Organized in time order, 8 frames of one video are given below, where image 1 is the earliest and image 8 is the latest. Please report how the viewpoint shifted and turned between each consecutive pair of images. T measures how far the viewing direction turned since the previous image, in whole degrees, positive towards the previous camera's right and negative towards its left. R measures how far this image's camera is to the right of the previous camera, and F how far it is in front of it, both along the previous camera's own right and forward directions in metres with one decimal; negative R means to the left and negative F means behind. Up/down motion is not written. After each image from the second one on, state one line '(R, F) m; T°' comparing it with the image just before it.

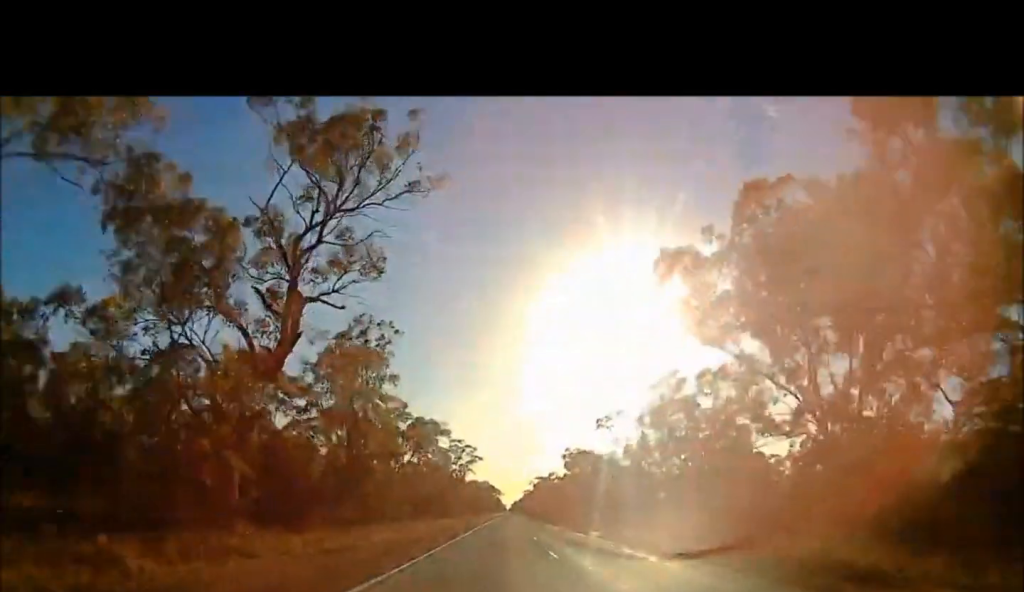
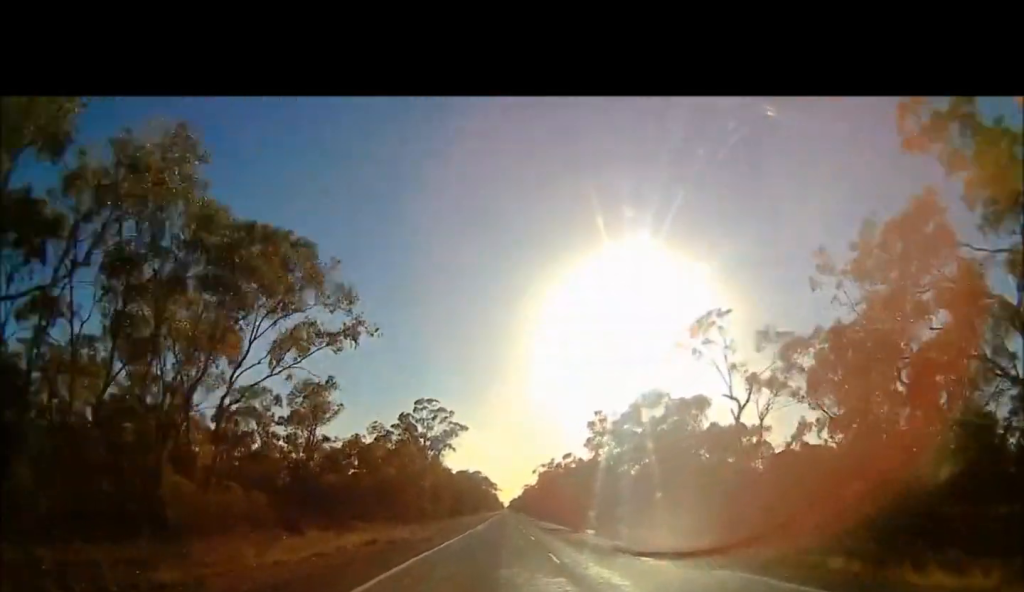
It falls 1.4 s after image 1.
(0.0, +48.5) m; 0°
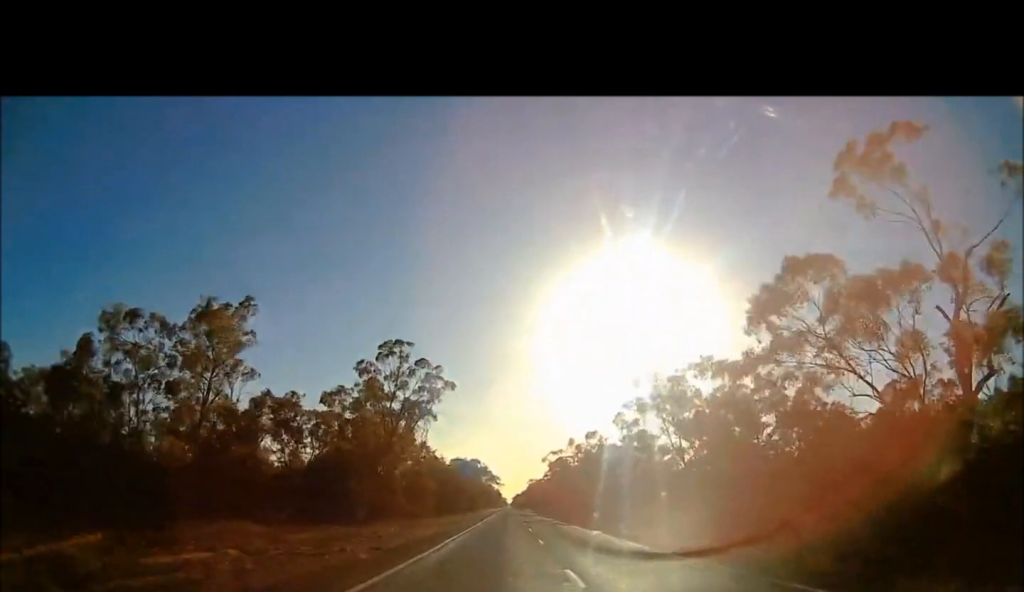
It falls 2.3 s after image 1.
(0.0, +31.7) m; 0°
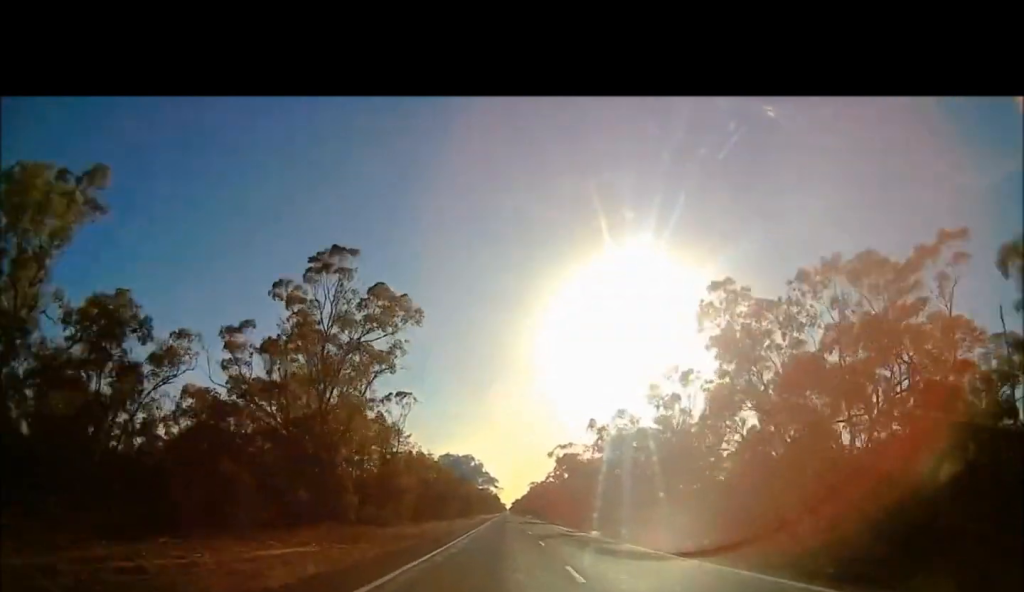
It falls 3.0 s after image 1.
(0.0, +25.2) m; 0°
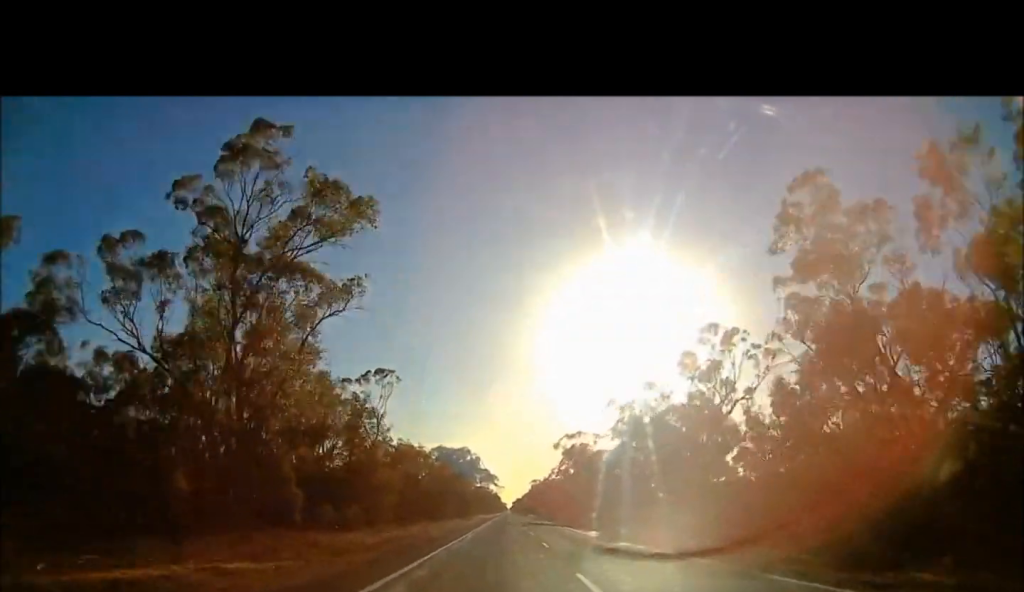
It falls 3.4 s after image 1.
(0.0, +15.3) m; 0°
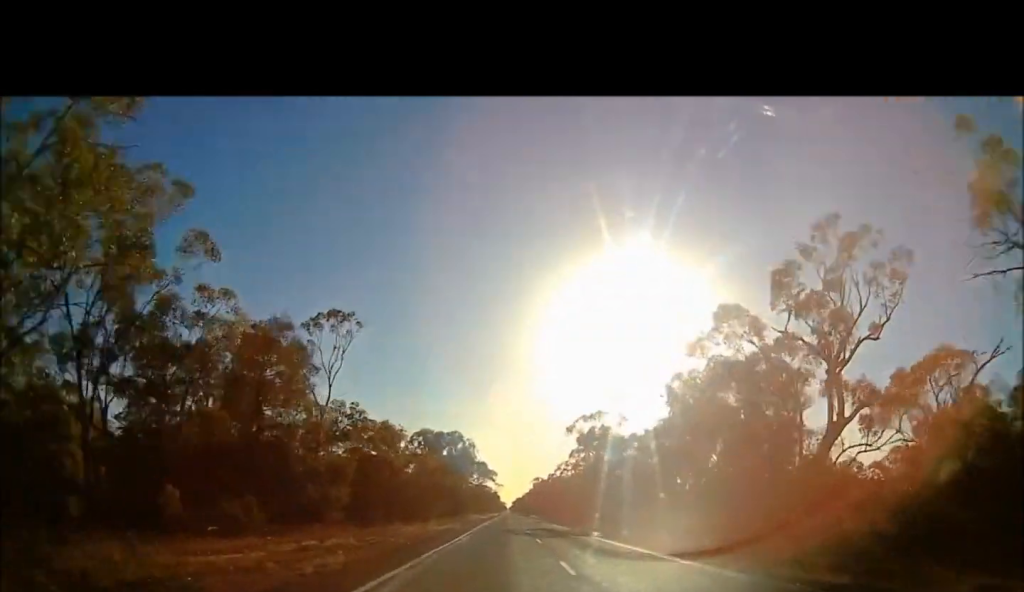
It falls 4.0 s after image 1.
(0.0, +23.2) m; 0°
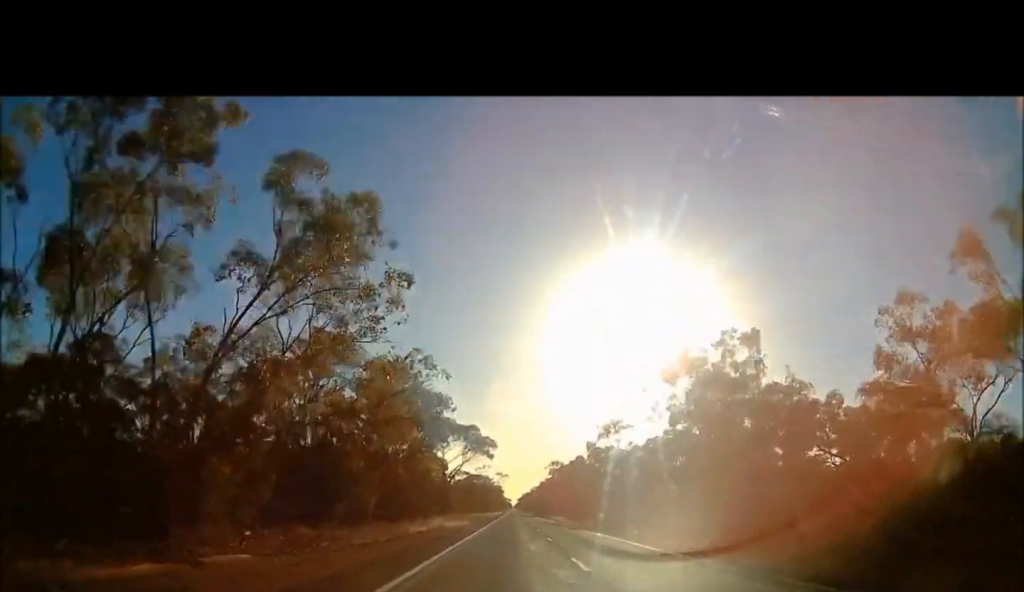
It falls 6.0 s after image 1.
(0.0, +78.5) m; 0°
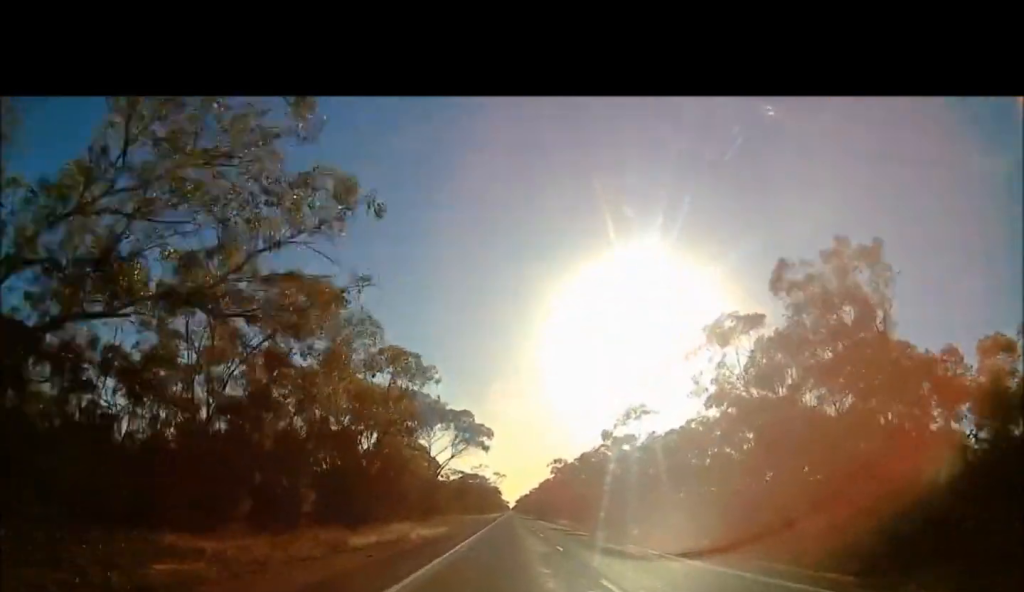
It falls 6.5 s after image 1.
(+0.1, +17.7) m; 0°
